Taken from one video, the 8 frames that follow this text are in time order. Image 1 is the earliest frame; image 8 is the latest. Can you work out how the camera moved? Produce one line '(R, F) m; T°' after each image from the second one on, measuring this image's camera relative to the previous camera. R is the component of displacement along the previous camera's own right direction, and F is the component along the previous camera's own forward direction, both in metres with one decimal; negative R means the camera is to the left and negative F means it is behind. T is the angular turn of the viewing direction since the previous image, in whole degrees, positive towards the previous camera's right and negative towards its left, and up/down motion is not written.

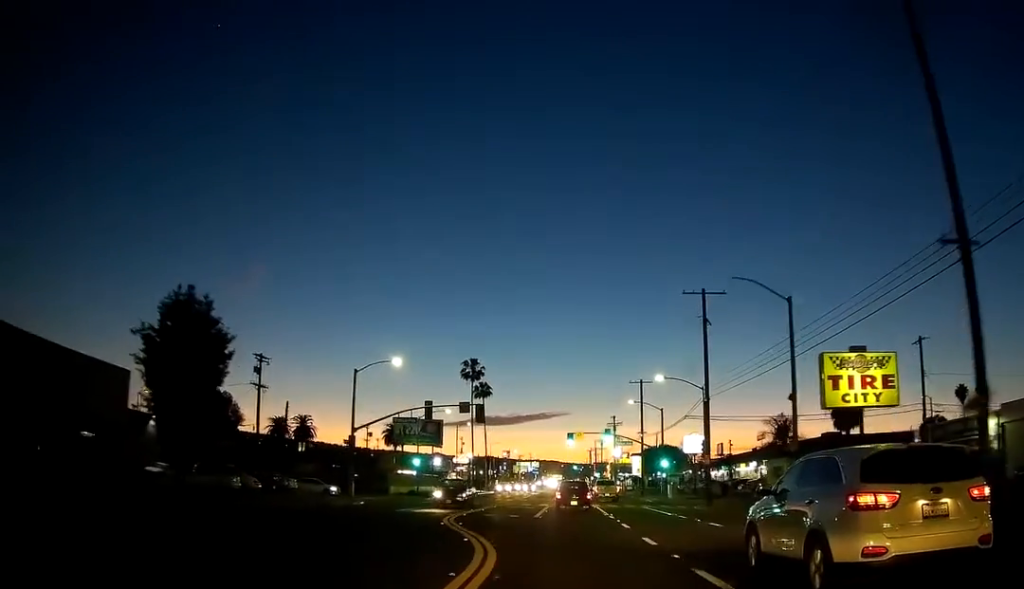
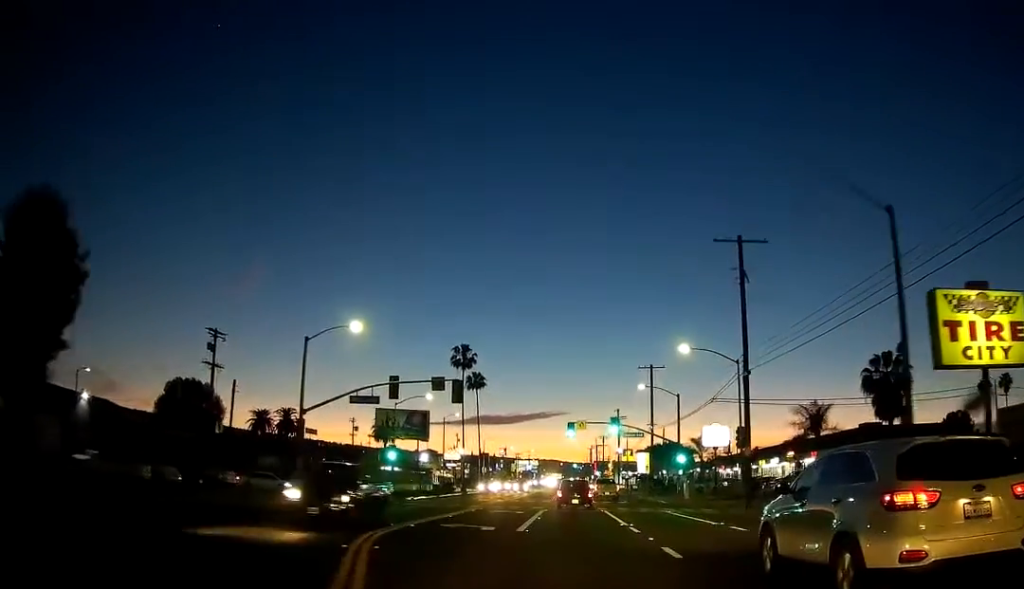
(0.0, +11.1) m; -1°
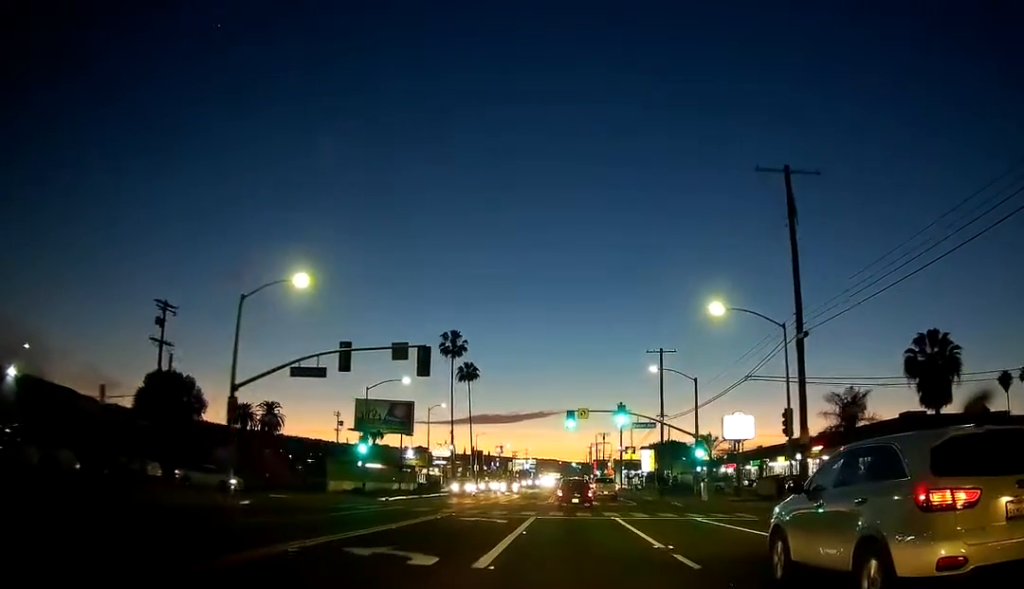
(0.0, +9.2) m; -1°
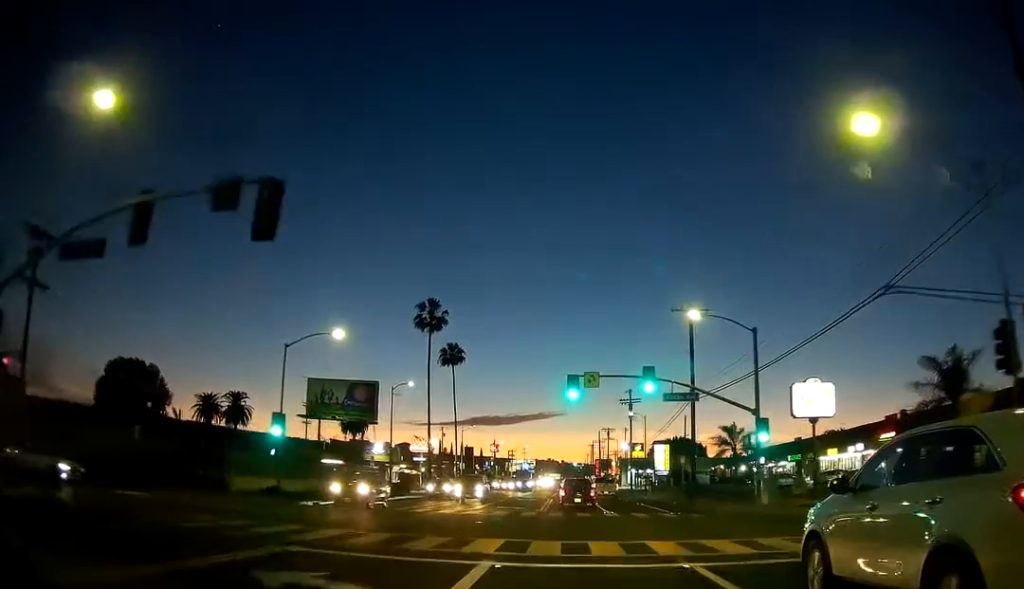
(-0.2, +17.5) m; 0°
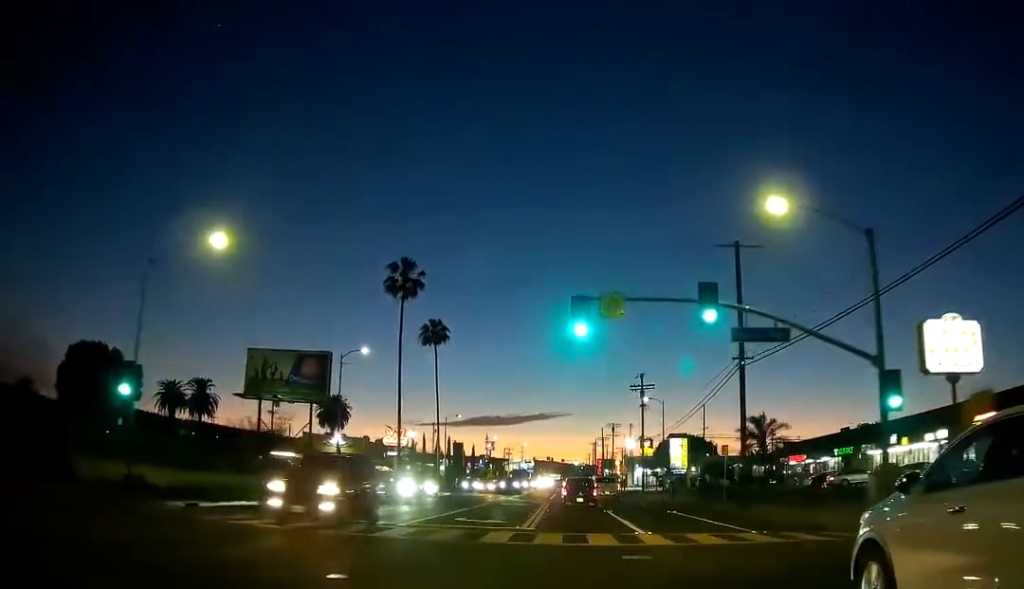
(+0.2, +15.4) m; 0°
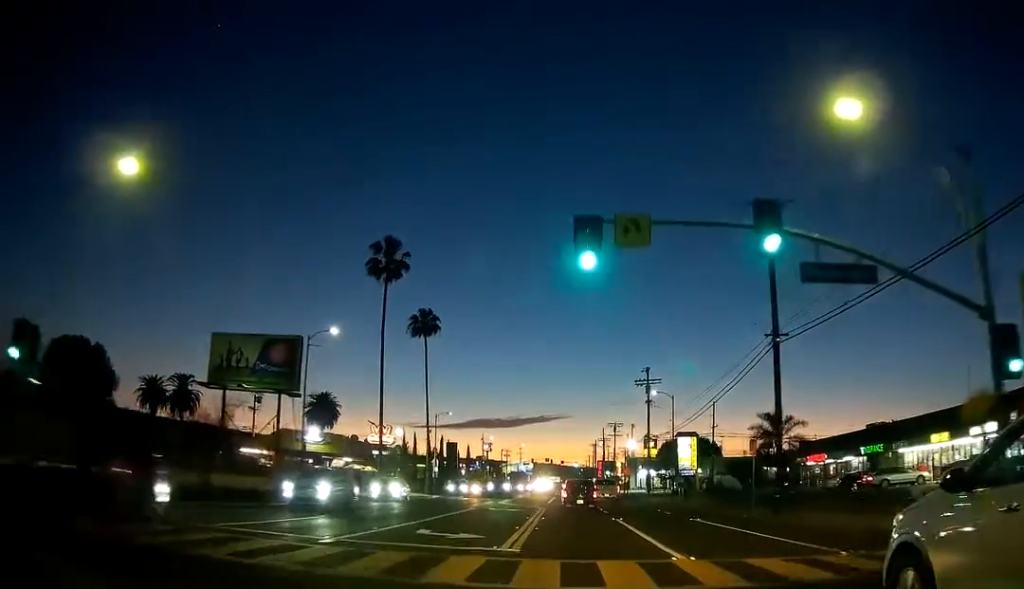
(-0.1, +7.1) m; 0°
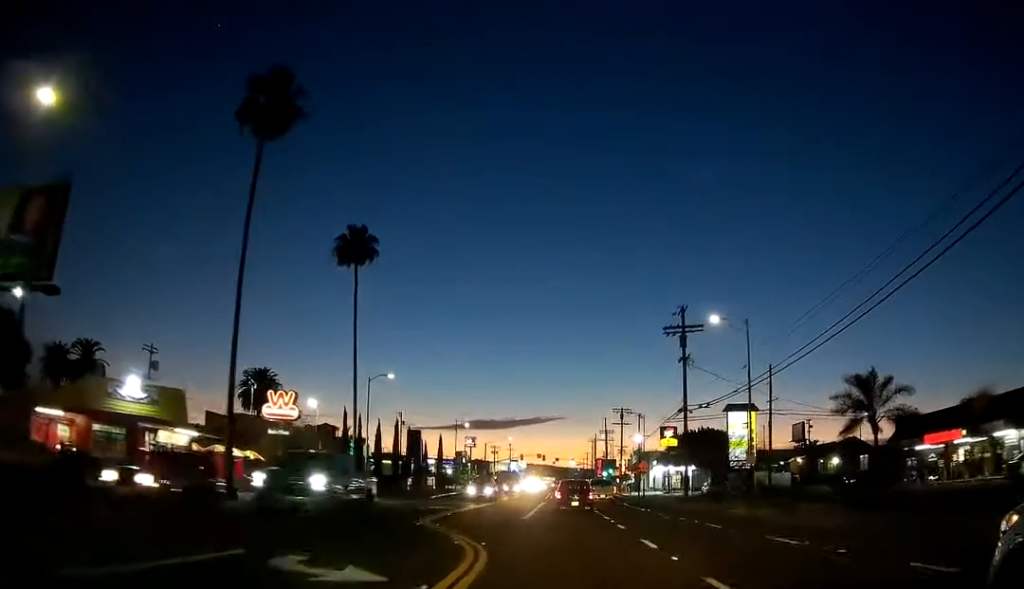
(+0.3, +28.7) m; 0°
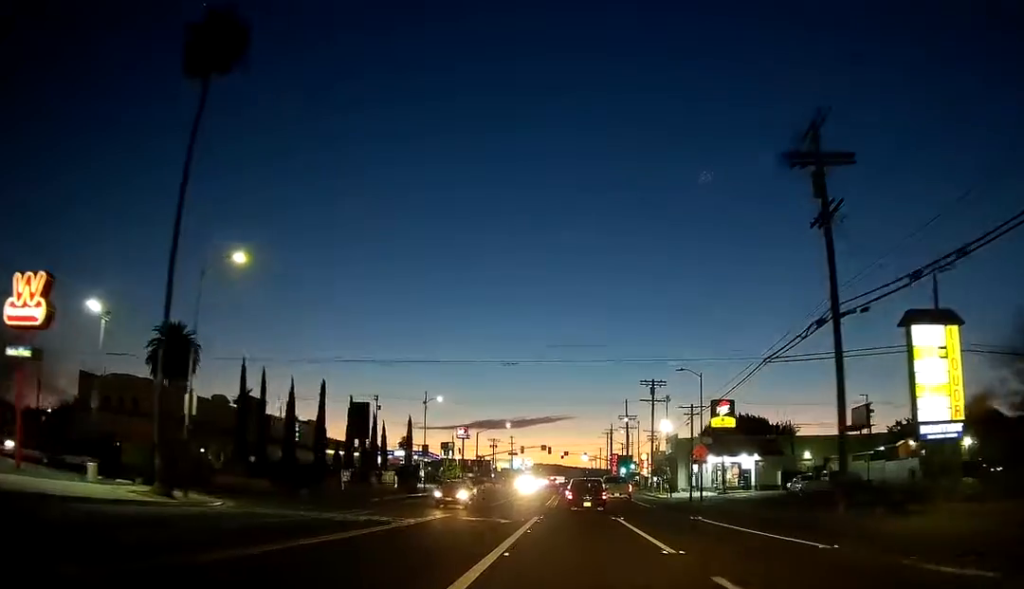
(-0.1, +29.6) m; 0°
